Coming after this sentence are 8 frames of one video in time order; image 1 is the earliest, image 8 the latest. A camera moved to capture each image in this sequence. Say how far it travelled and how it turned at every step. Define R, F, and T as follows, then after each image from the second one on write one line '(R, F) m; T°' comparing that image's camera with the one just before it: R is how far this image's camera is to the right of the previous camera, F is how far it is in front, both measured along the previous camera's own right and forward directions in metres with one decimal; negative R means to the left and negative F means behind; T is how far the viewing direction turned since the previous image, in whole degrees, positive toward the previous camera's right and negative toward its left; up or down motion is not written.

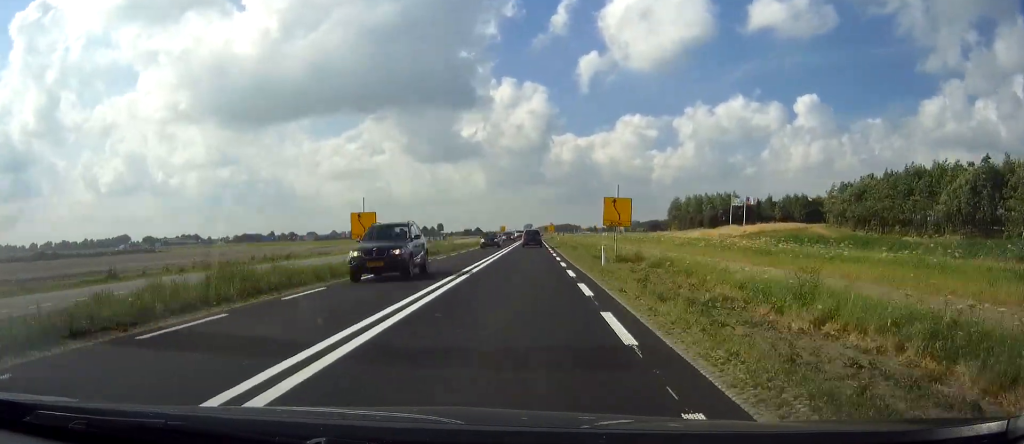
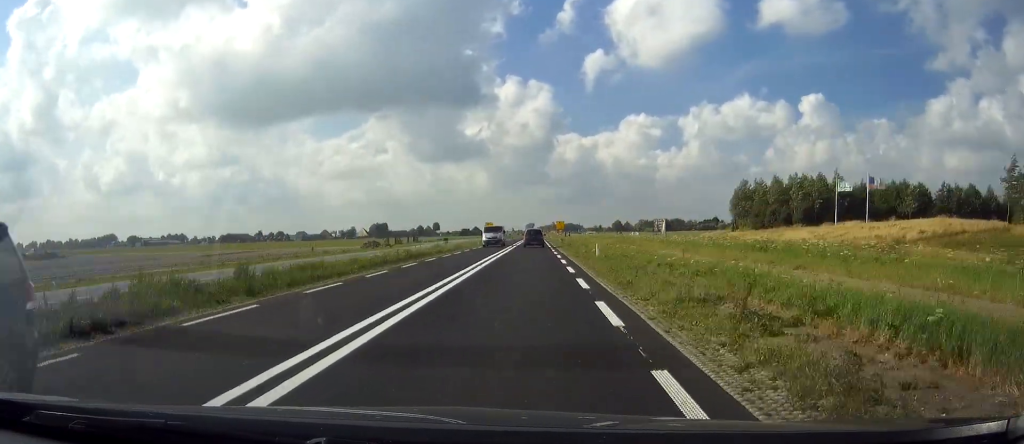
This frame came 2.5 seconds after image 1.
(-0.1, +46.9) m; 0°
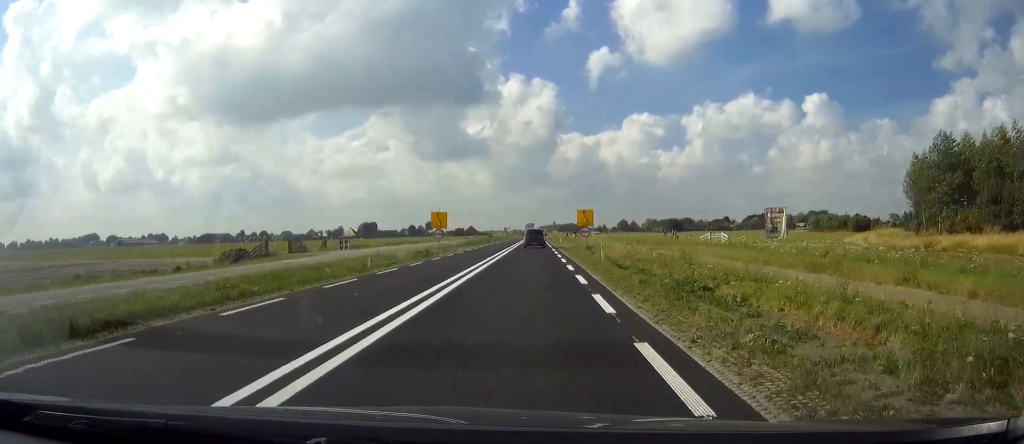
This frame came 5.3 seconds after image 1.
(-0.1, +52.8) m; 0°
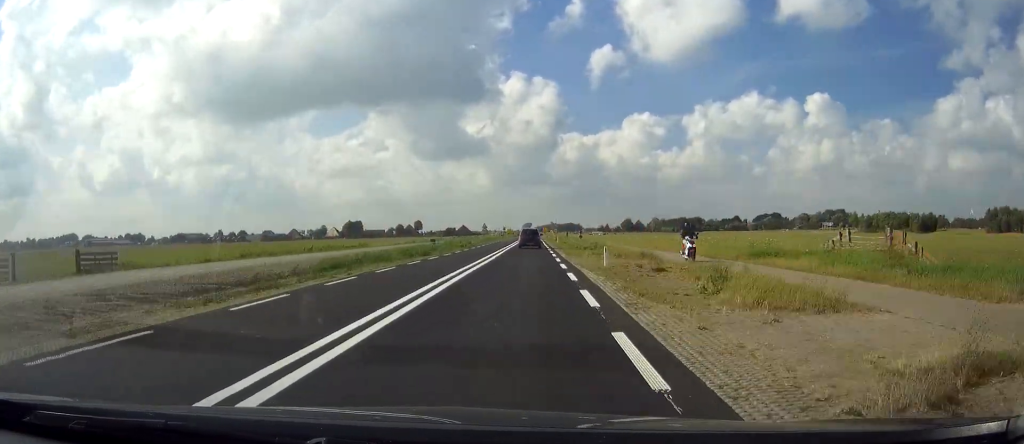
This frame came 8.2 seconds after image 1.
(0.0, +52.4) m; 0°
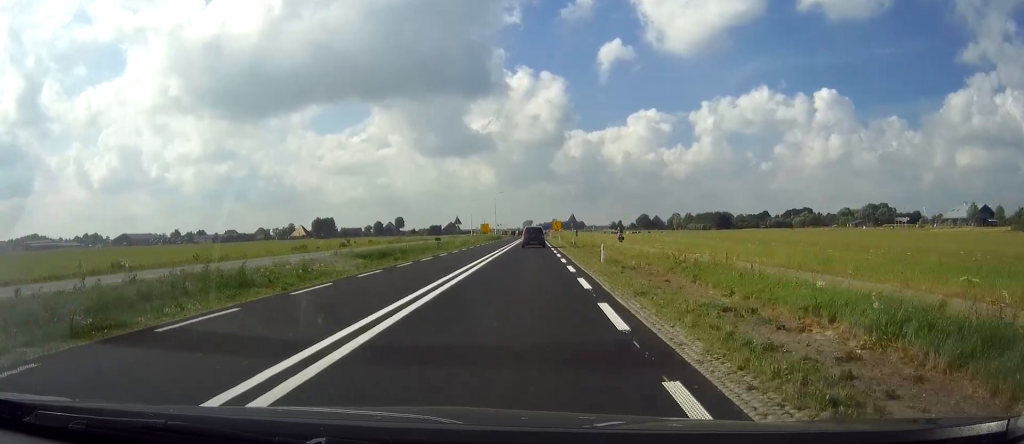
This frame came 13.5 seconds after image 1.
(-0.2, +97.9) m; -1°
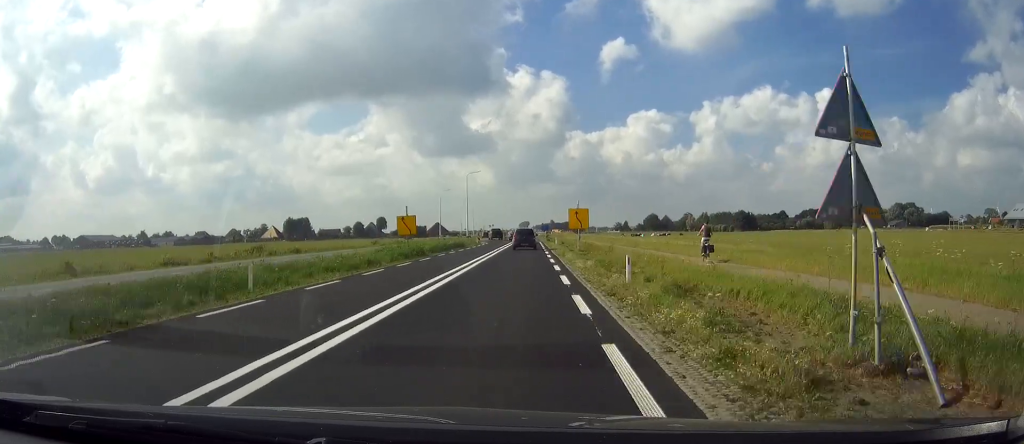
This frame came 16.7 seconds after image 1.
(+0.3, +57.6) m; -1°
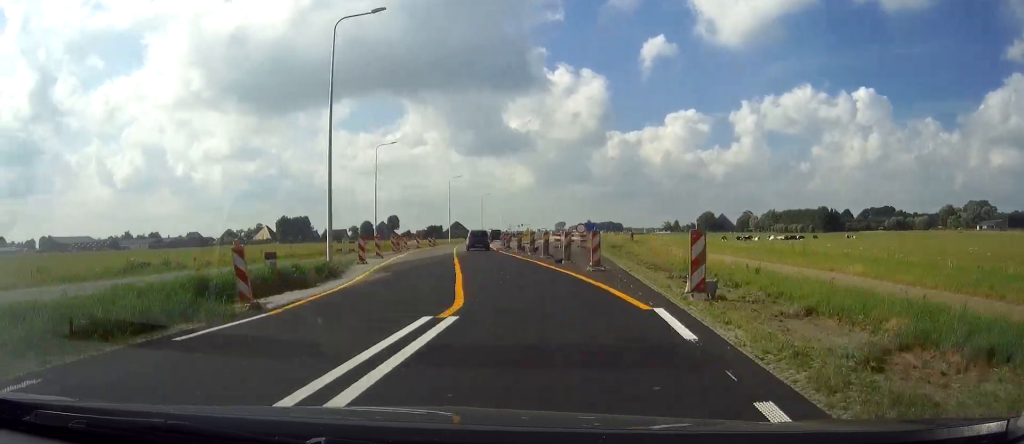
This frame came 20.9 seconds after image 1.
(-1.7, +74.3) m; -2°
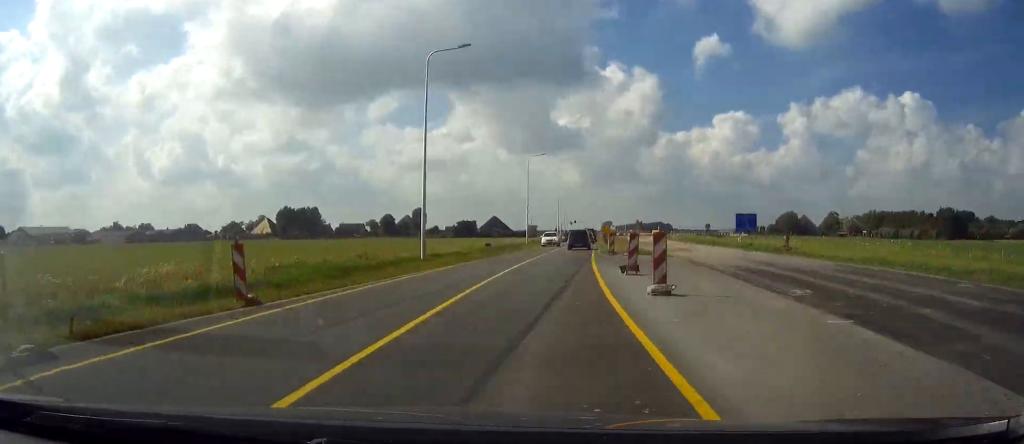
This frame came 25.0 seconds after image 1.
(-0.9, +72.2) m; 0°
